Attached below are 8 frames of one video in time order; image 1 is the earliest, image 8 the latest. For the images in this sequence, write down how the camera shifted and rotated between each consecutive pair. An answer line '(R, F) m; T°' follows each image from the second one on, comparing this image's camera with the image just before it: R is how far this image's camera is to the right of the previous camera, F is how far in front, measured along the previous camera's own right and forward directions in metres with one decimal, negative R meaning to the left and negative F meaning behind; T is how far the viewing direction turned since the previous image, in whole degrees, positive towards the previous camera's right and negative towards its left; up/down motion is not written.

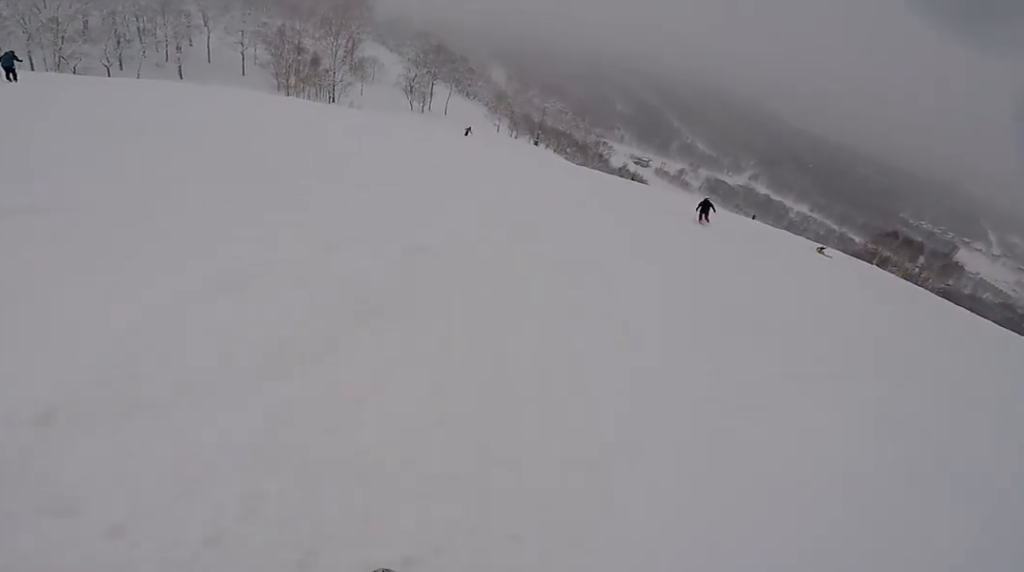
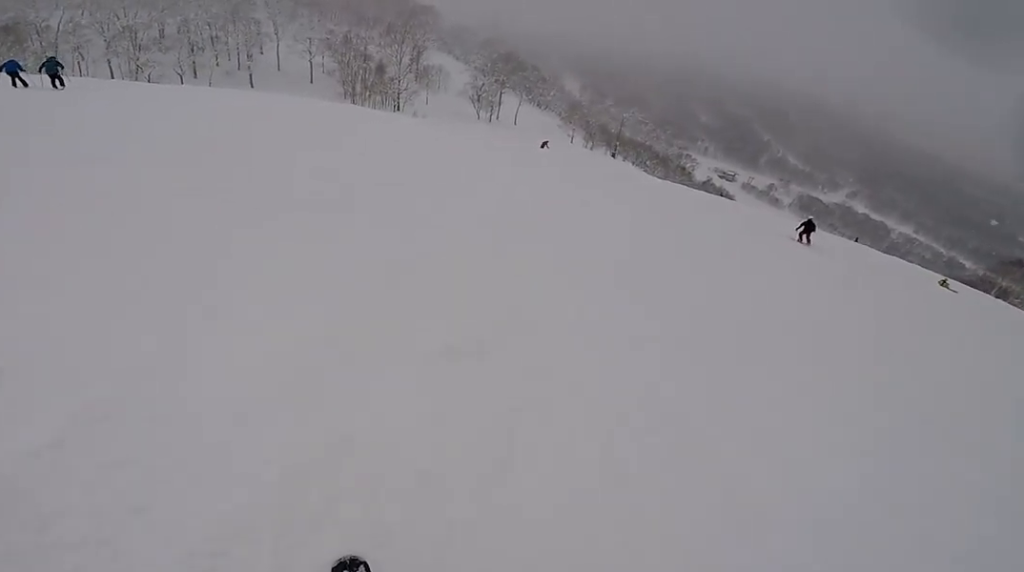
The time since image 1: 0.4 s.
(-0.2, +2.2) m; -3°
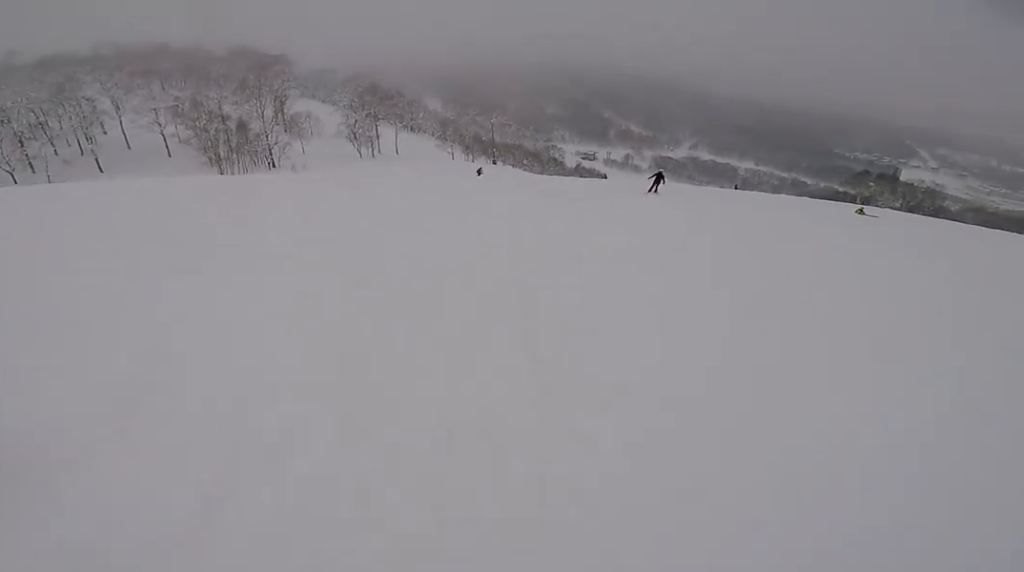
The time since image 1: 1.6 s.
(+0.3, +5.9) m; -4°
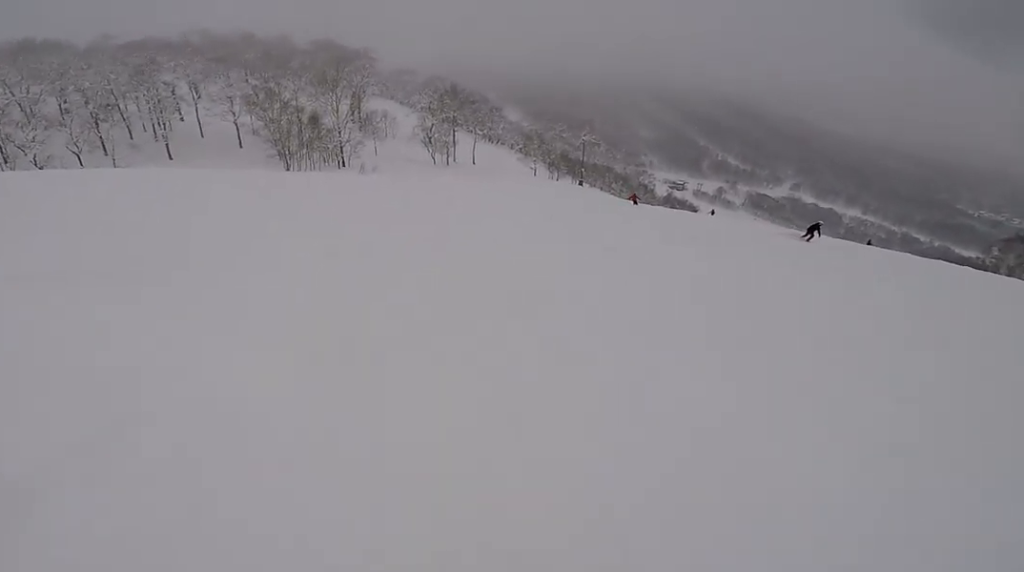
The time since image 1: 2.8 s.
(-0.7, +5.7) m; +2°
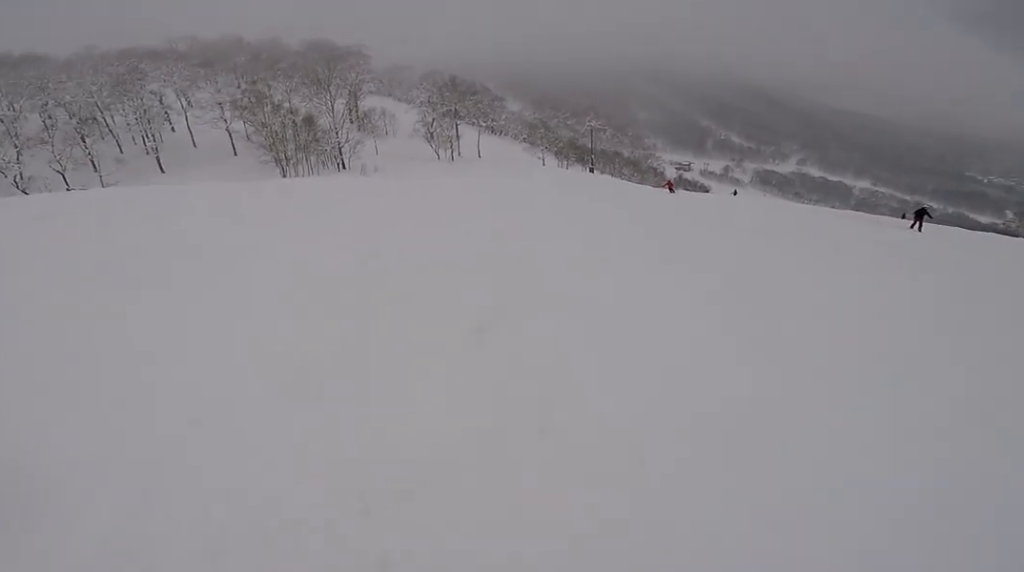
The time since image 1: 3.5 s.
(-0.1, +2.9) m; +13°
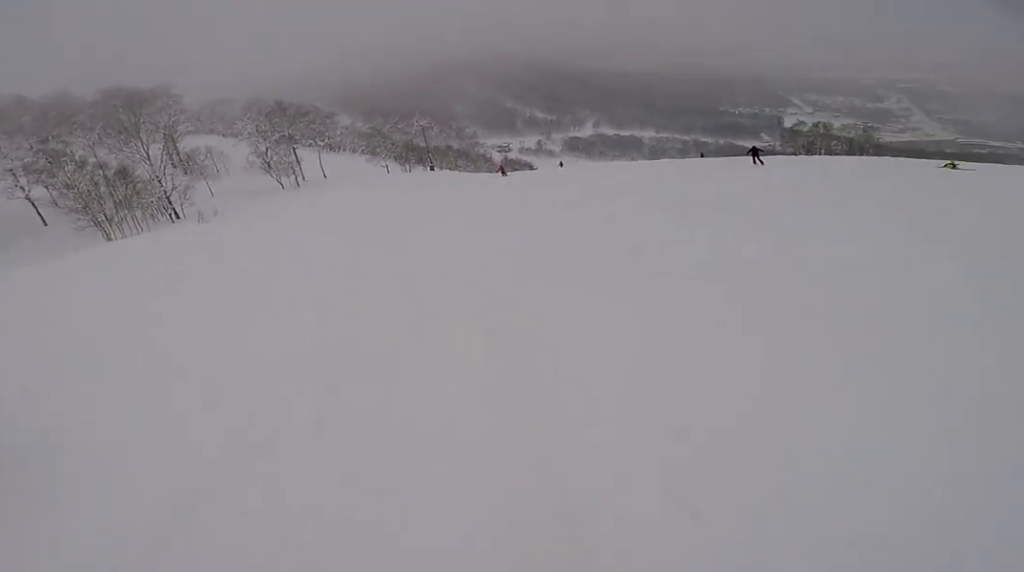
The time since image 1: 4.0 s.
(+0.8, +2.5) m; +11°
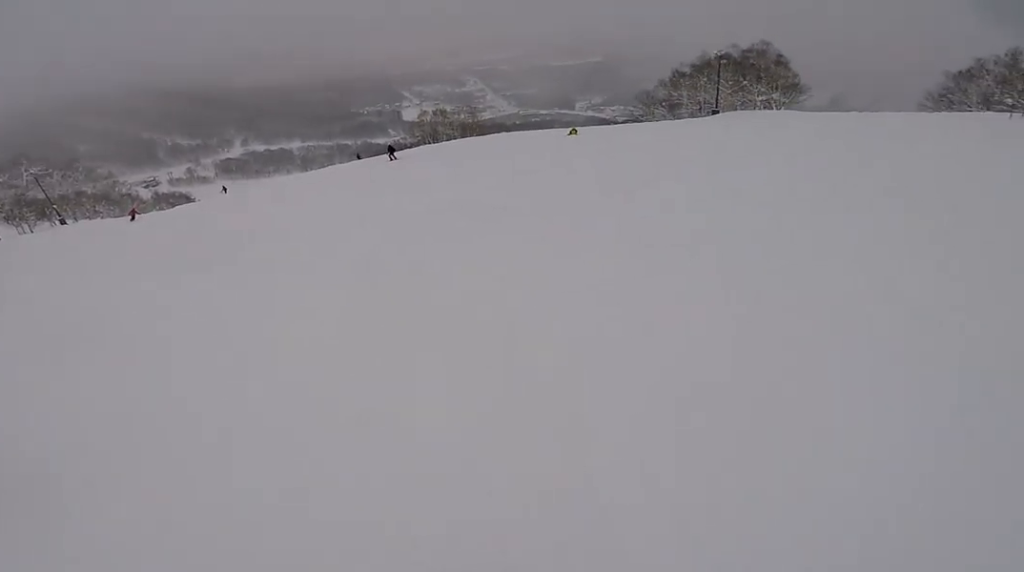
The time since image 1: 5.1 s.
(+0.6, +5.6) m; +19°
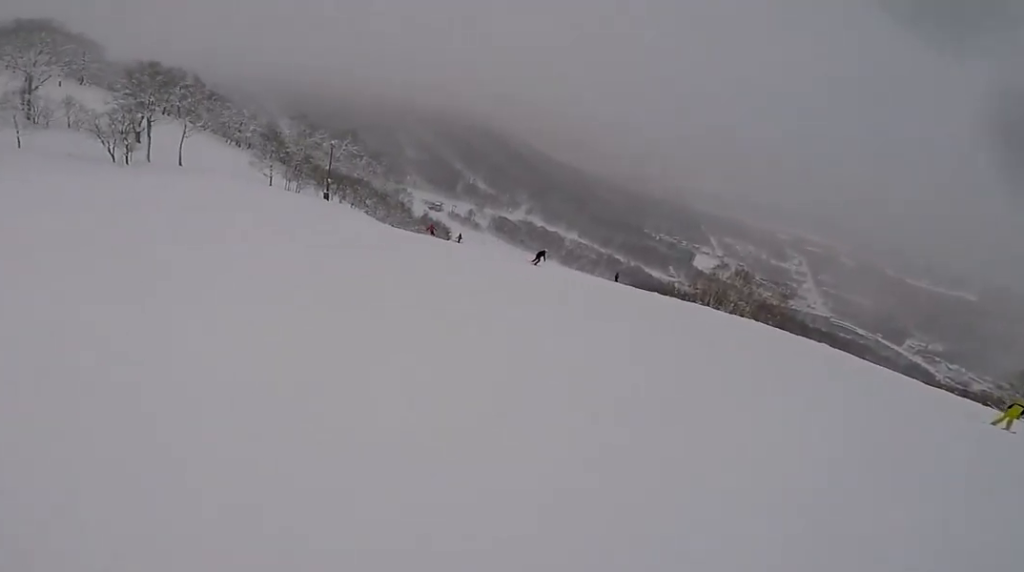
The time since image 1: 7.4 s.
(+0.2, +11.4) m; -12°
